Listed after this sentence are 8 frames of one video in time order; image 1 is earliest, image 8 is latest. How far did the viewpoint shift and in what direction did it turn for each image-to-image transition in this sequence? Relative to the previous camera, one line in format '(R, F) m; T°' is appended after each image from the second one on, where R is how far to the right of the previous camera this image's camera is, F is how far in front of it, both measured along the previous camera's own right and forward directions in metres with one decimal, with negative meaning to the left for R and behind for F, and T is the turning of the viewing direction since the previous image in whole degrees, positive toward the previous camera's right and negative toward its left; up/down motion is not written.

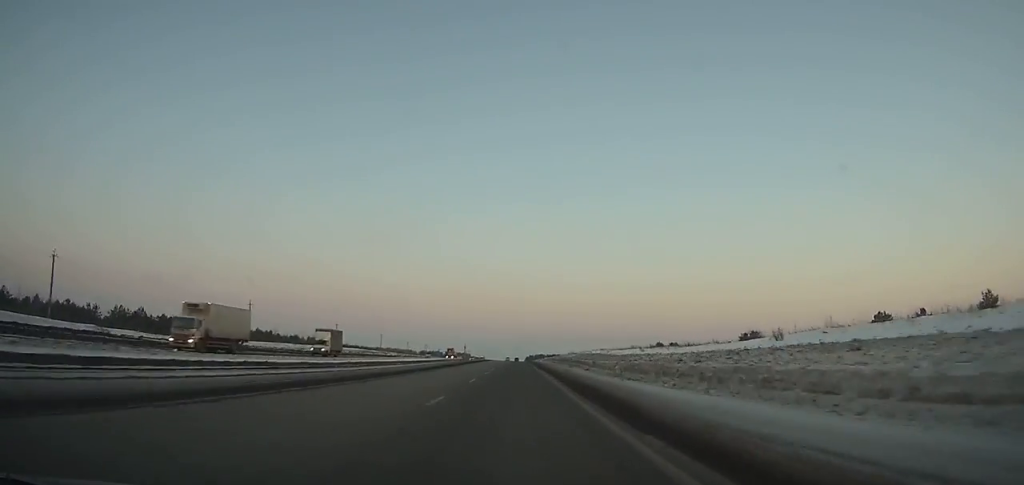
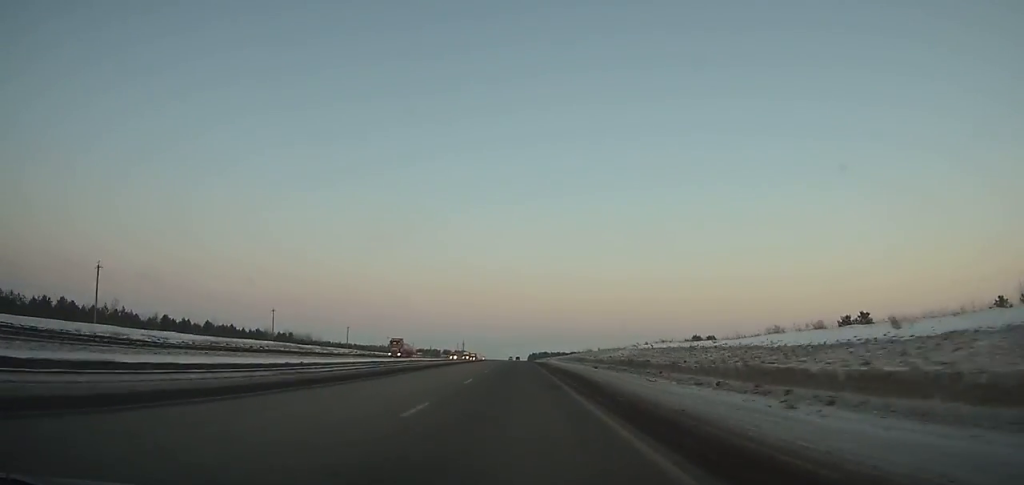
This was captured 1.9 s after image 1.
(-0.2, +51.3) m; 0°
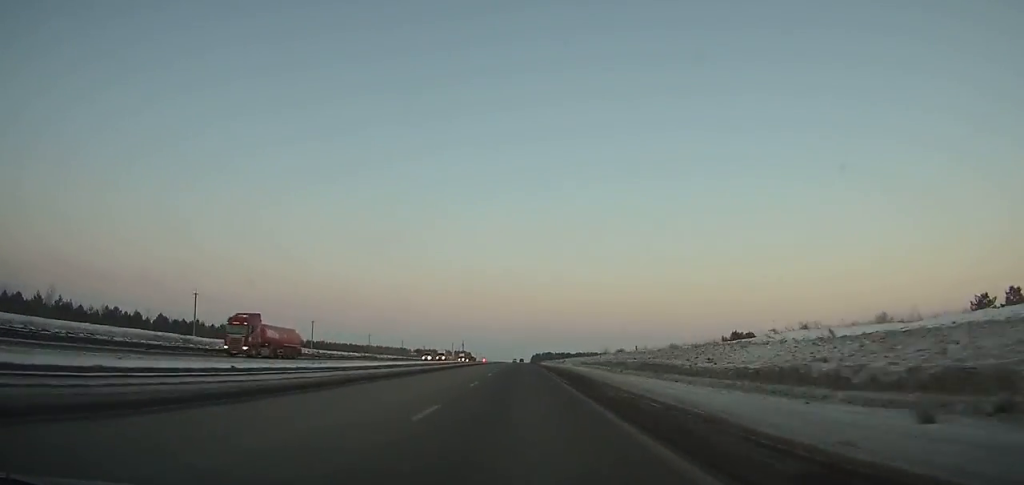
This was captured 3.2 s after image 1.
(0.0, +35.5) m; 0°
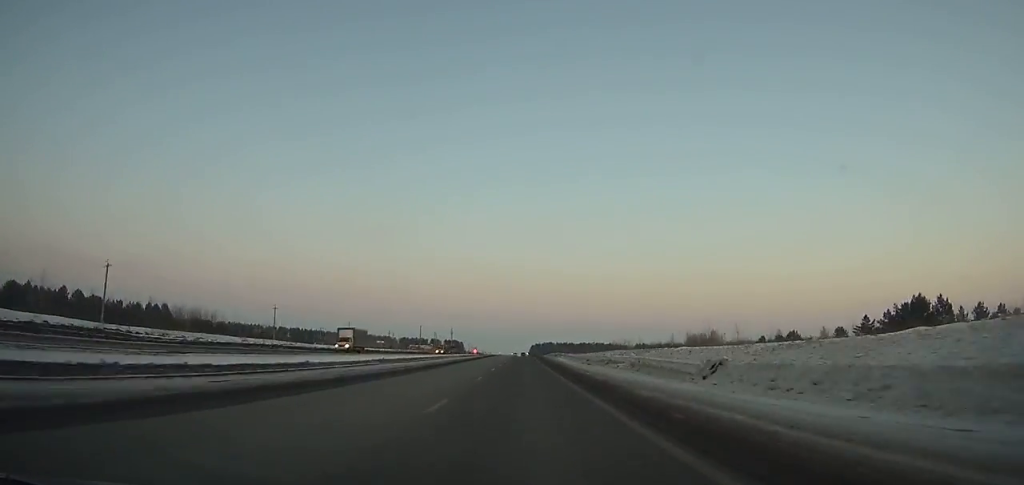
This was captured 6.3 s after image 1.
(0.0, +85.8) m; 0°
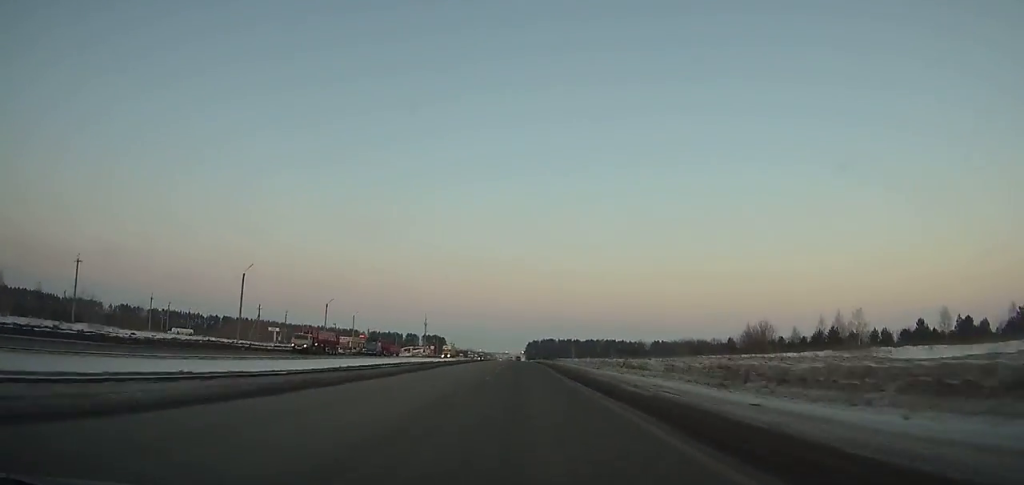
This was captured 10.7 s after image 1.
(+0.7, +123.9) m; +1°
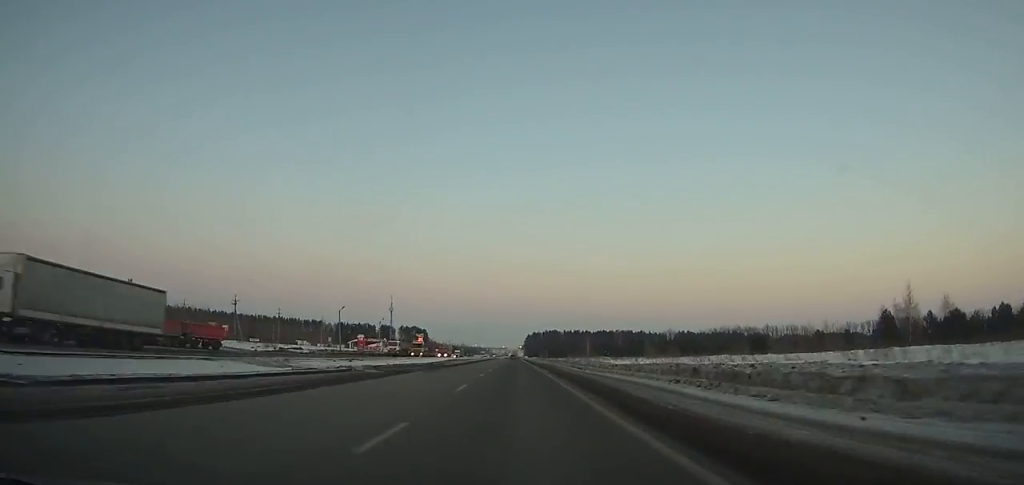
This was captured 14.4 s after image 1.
(+0.2, +104.9) m; 0°
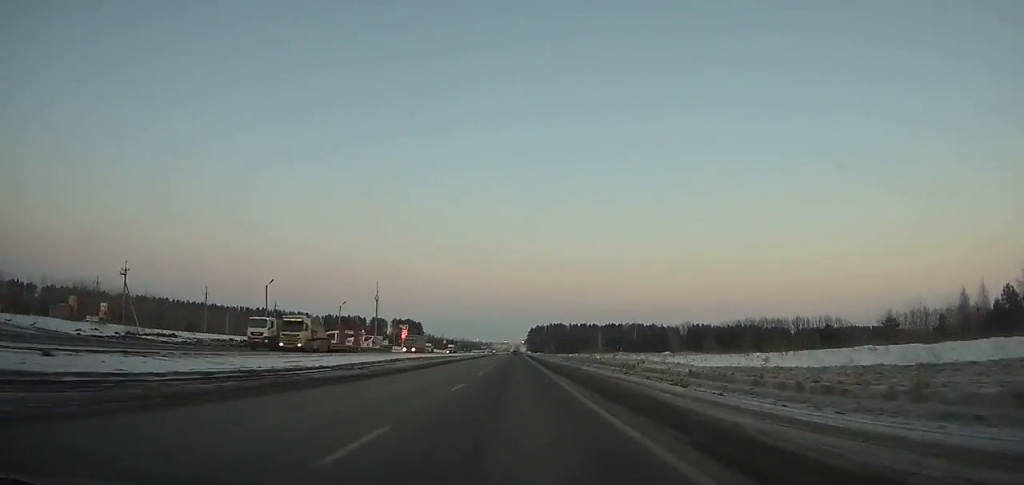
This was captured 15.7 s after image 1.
(-0.1, +36.7) m; 0°
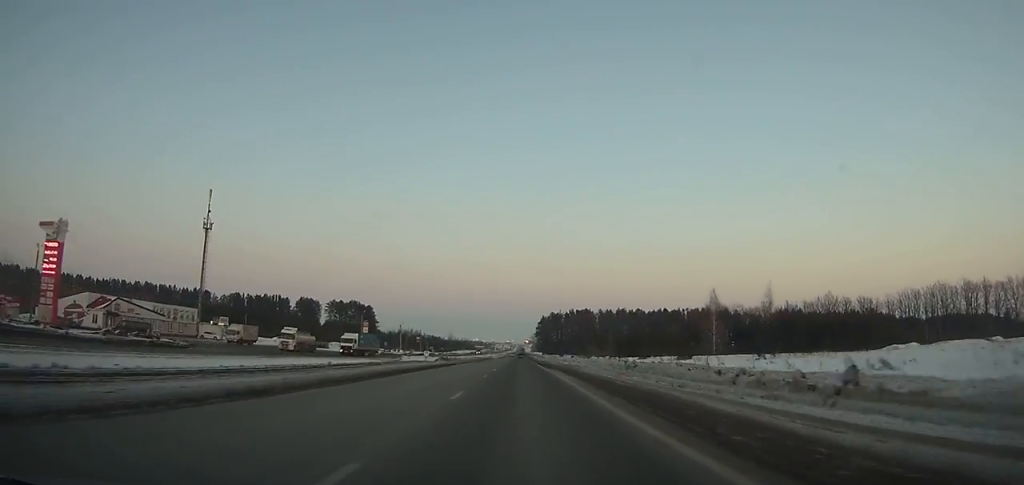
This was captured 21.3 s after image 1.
(-0.4, +156.4) m; 0°
